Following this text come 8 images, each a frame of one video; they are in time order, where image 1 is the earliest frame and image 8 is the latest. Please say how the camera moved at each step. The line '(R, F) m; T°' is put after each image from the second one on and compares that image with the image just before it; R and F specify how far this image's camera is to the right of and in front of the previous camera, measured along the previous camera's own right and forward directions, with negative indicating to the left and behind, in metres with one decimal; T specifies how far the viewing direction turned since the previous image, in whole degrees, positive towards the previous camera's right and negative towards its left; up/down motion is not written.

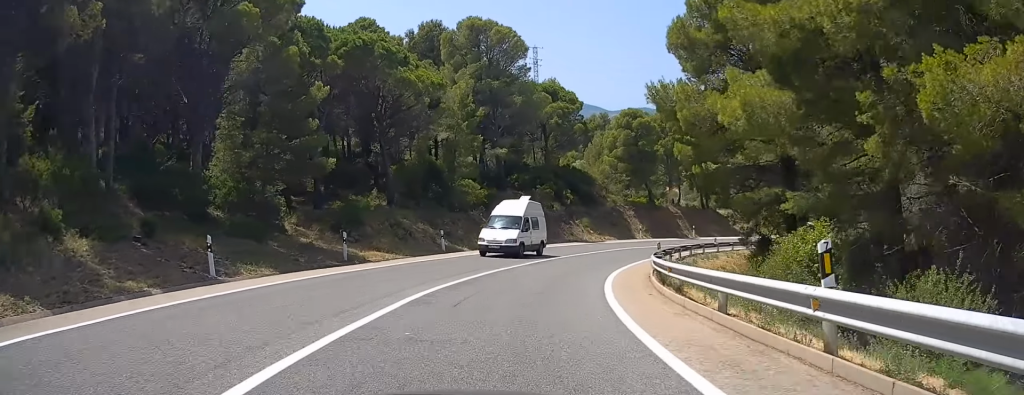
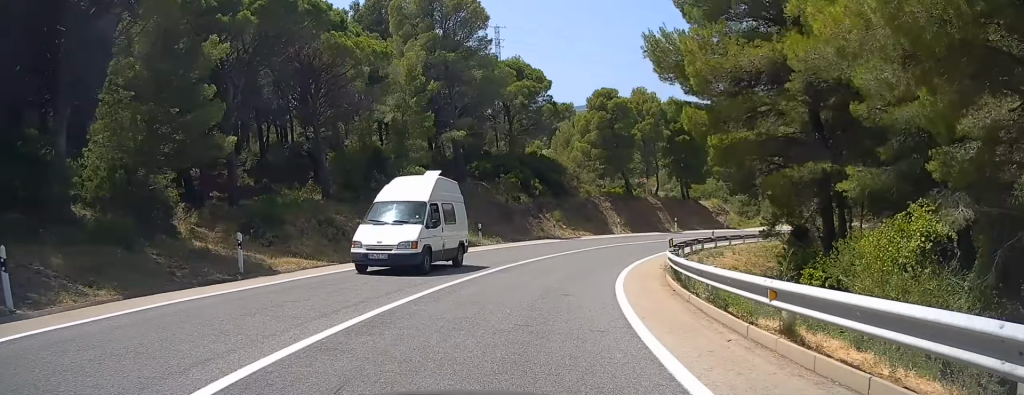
(-0.2, +7.3) m; +3°
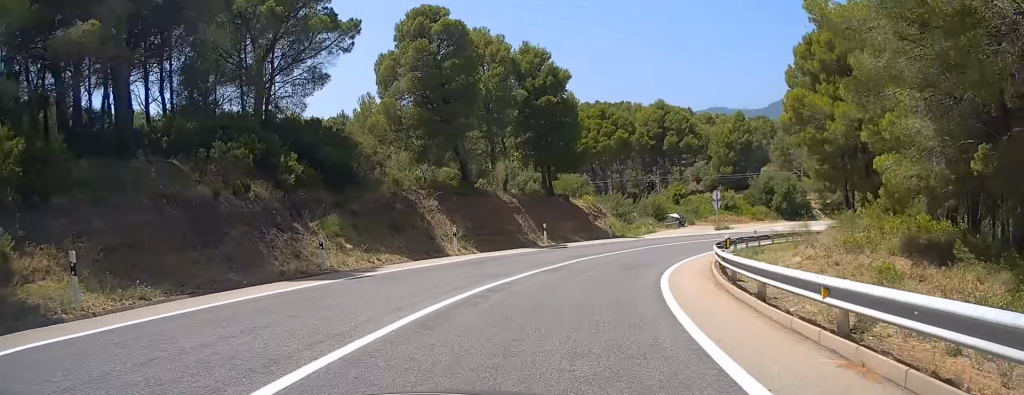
(+3.8, +24.6) m; +18°
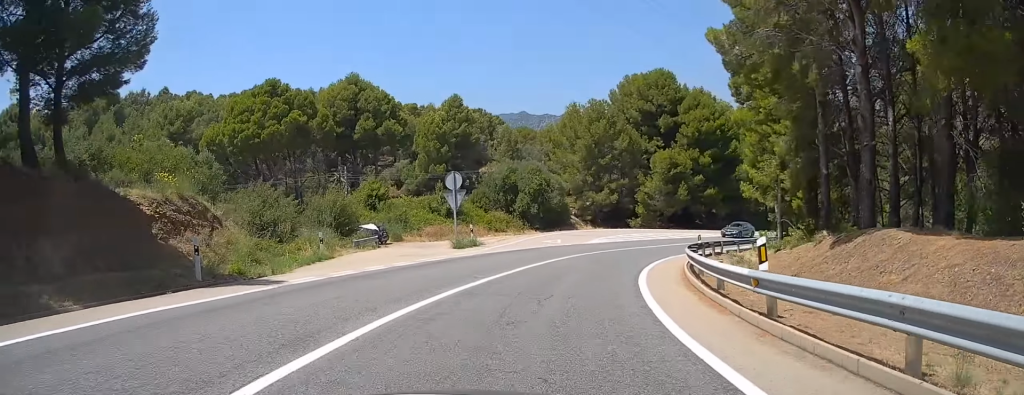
(+6.6, +30.3) m; +25°
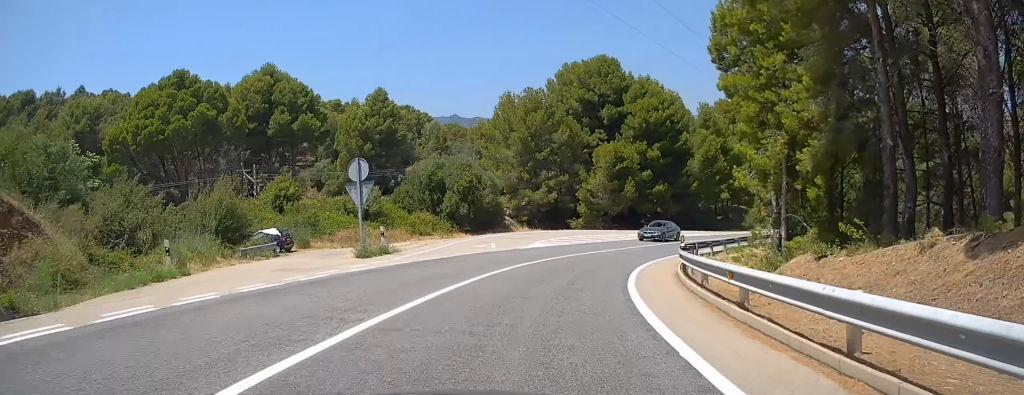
(+0.3, +7.4) m; +6°
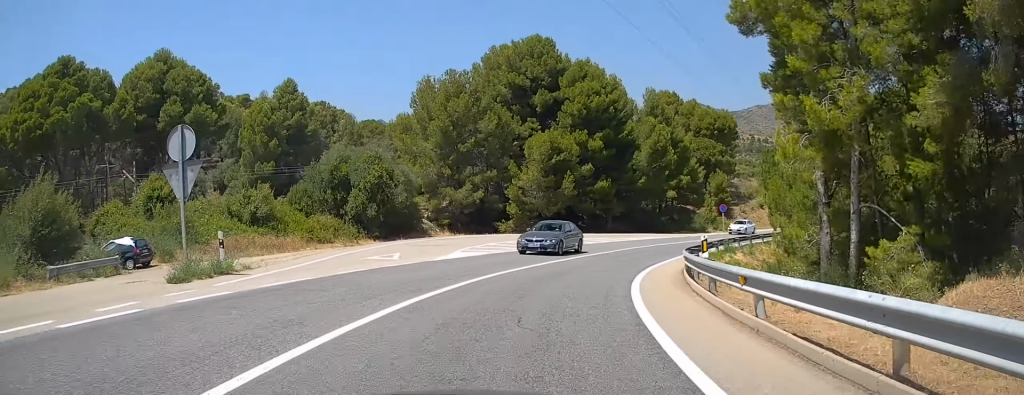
(+0.6, +9.4) m; +7°
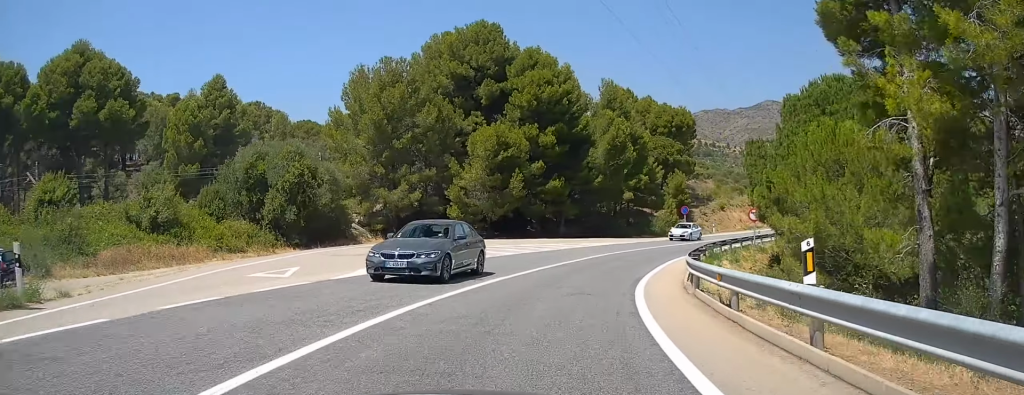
(+0.3, +6.2) m; +5°
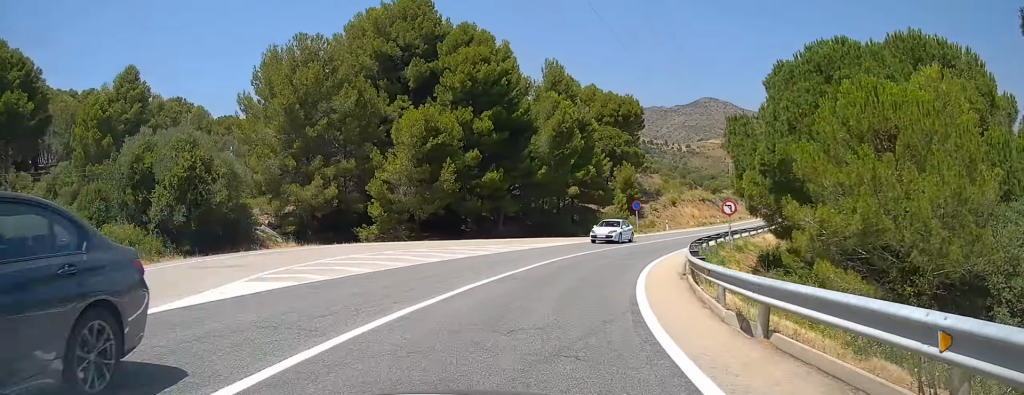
(+0.4, +6.6) m; +6°
